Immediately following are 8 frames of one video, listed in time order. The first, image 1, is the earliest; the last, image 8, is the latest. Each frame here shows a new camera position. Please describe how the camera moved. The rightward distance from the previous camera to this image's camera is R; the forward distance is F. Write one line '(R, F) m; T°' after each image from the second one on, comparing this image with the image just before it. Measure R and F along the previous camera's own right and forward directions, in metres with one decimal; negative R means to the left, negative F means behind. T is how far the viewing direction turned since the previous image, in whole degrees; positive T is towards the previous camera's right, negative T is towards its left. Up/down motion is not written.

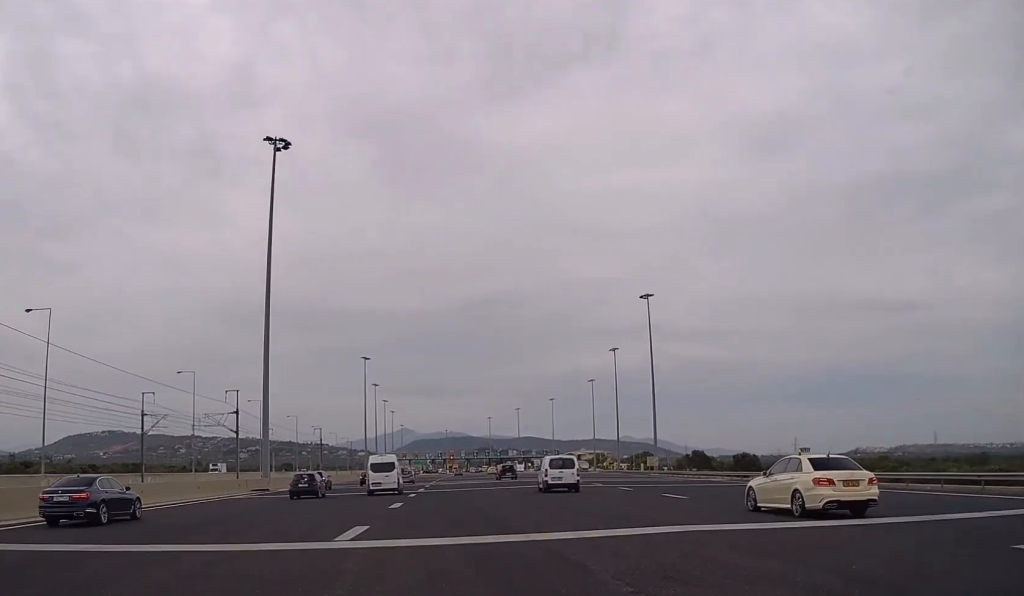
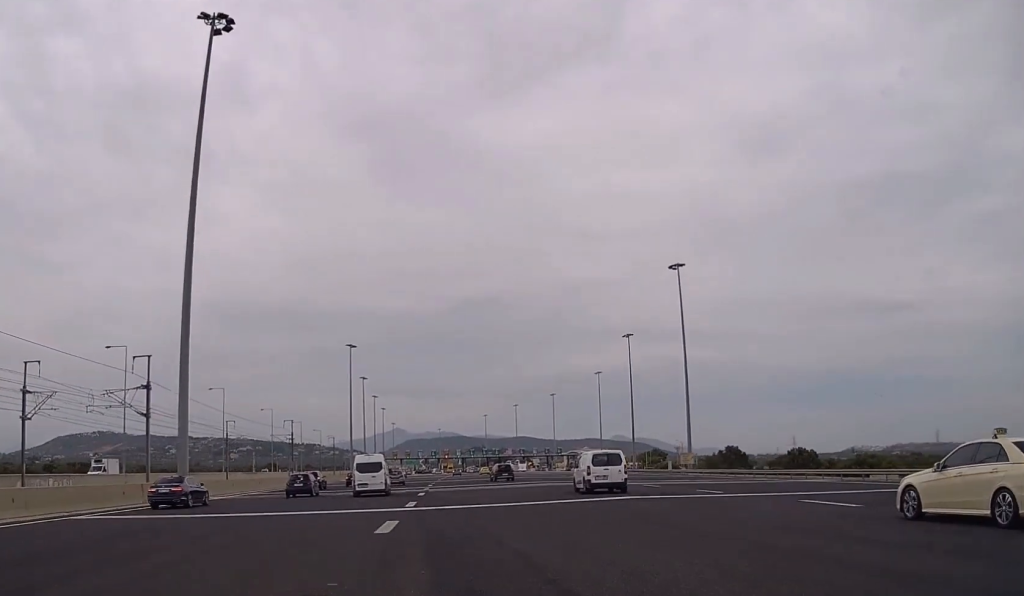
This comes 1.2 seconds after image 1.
(+0.1, +23.6) m; 0°
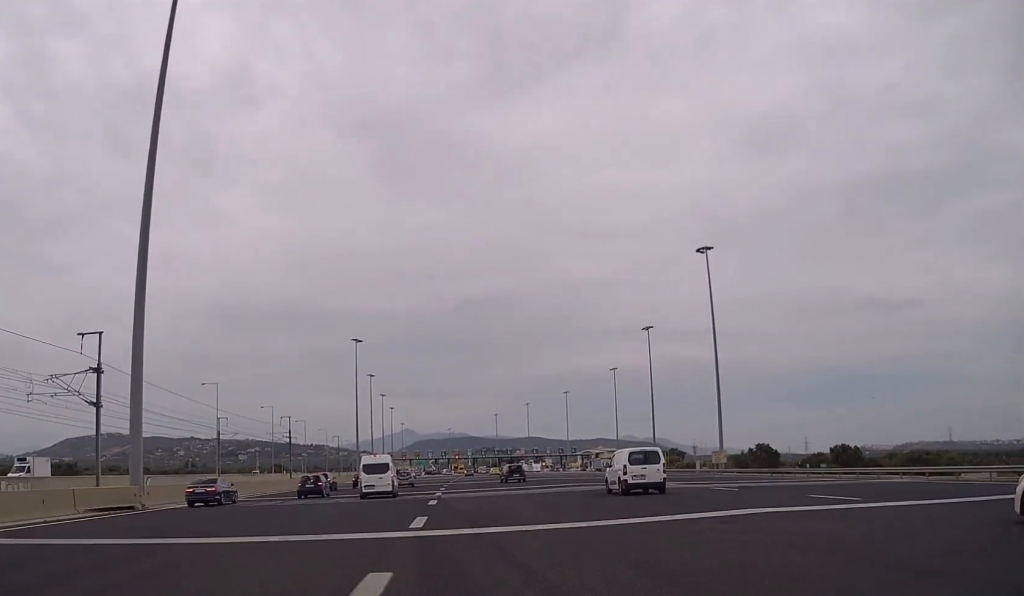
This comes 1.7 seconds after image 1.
(-0.1, +10.0) m; 0°
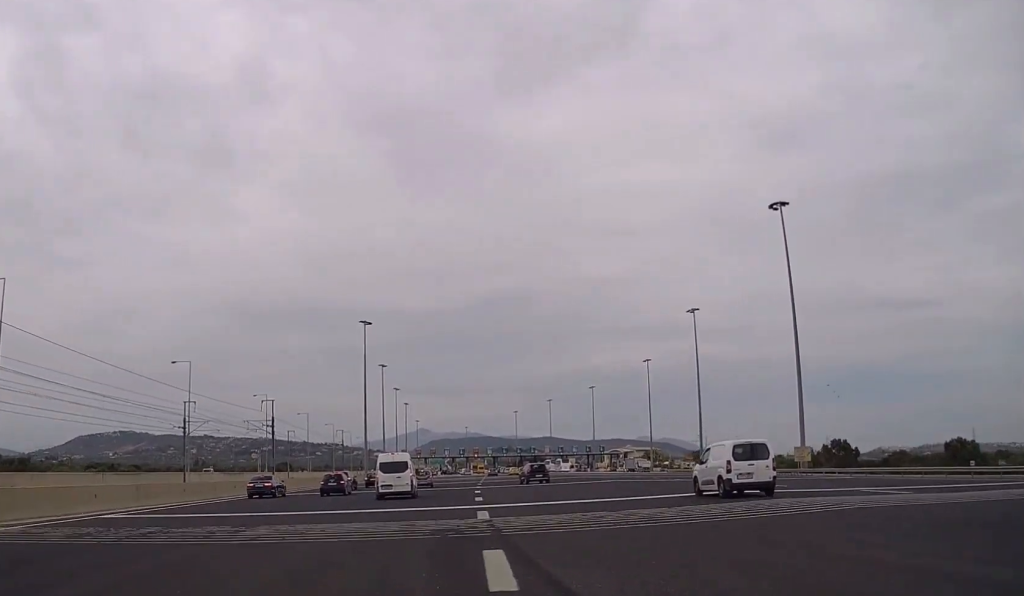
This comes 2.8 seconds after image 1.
(-0.2, +22.4) m; -1°
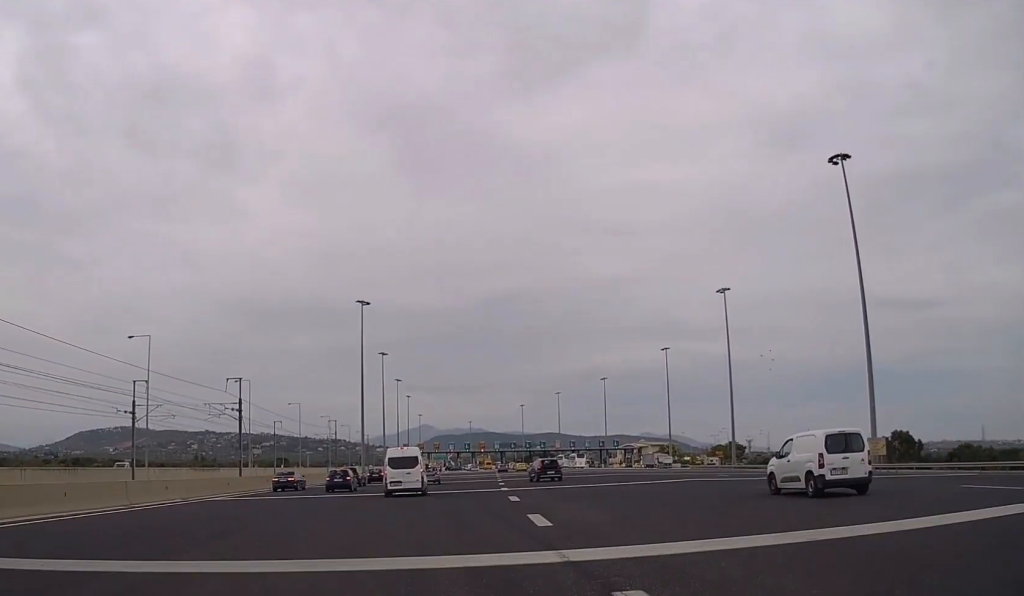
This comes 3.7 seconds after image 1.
(0.0, +16.6) m; -1°
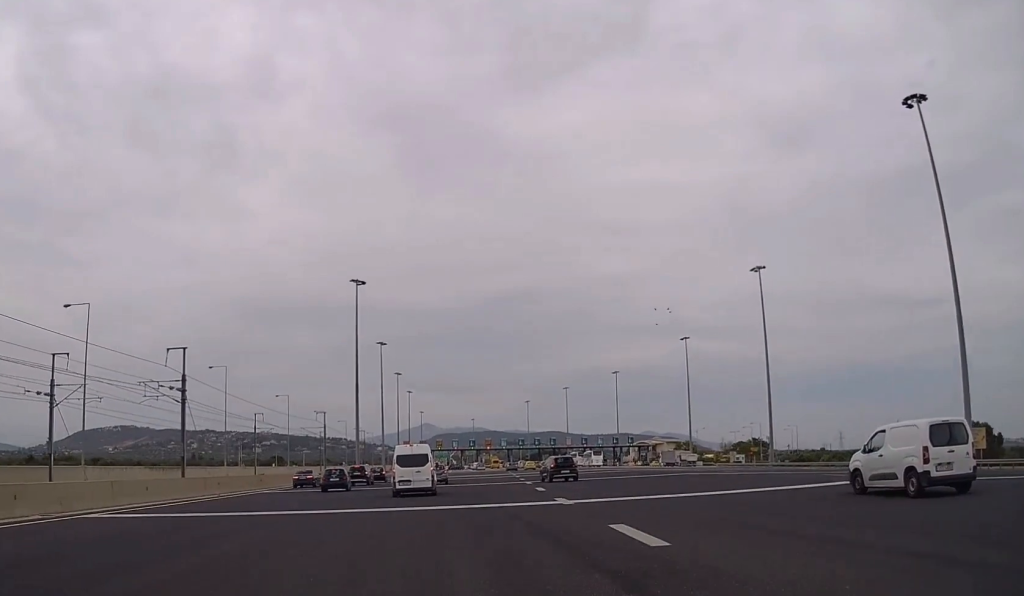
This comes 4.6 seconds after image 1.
(-0.1, +17.0) m; 0°
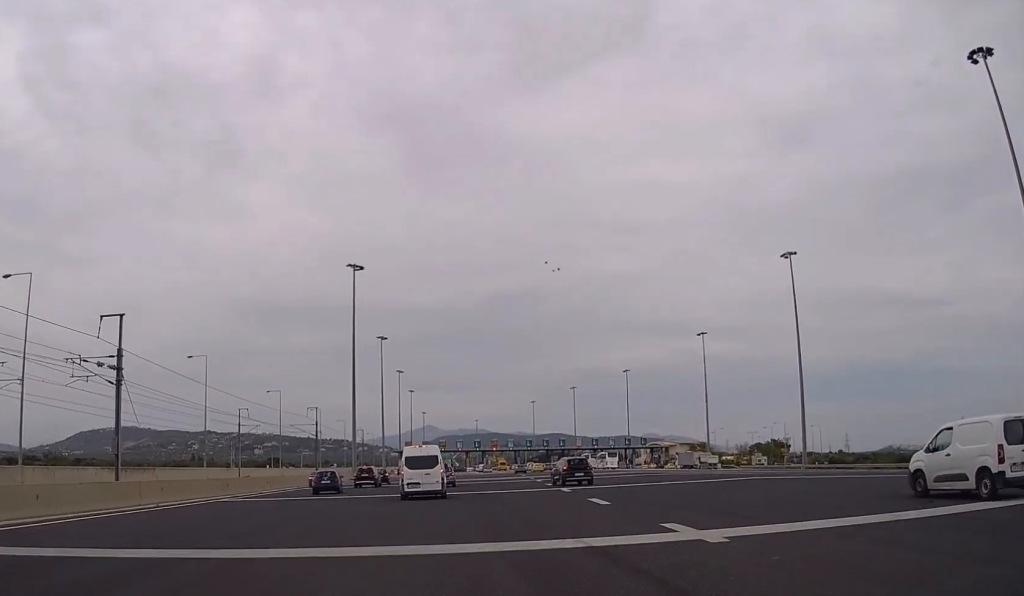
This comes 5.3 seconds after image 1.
(0.0, +12.1) m; 0°
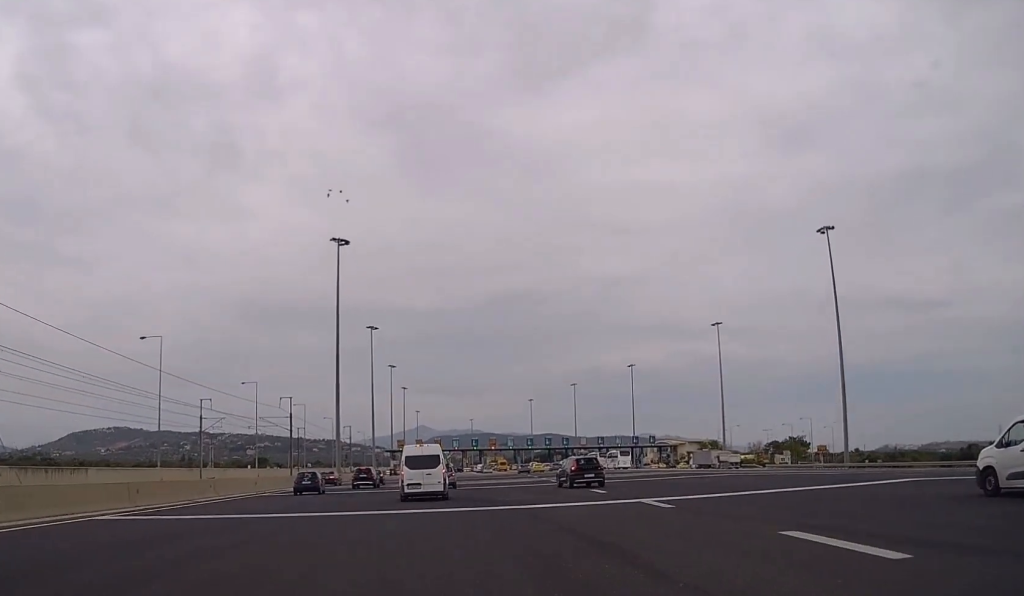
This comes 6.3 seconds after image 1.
(+0.2, +15.7) m; 0°
